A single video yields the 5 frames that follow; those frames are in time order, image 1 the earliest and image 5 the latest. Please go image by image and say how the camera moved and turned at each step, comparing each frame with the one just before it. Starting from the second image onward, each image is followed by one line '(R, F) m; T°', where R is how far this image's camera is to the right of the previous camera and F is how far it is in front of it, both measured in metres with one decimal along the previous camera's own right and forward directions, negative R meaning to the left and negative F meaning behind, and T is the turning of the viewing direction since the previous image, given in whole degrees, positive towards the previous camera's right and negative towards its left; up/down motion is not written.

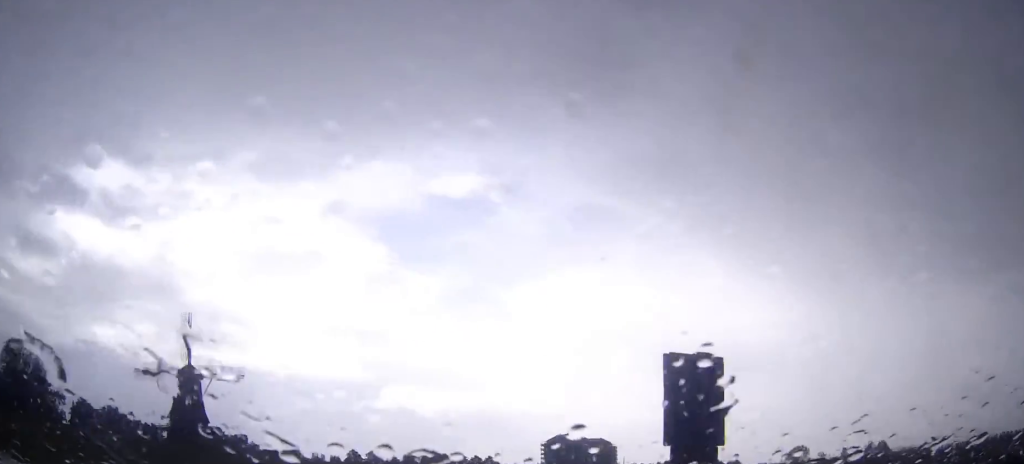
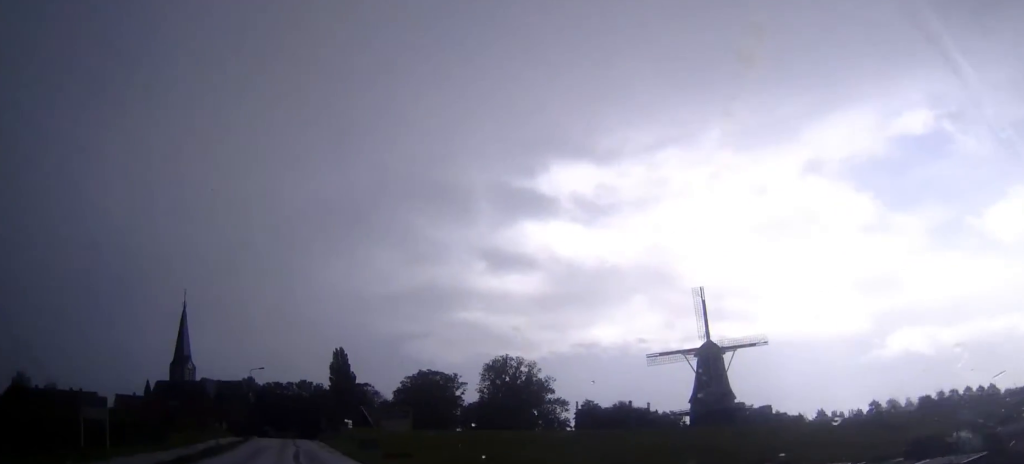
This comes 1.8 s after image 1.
(-2.7, +8.5) m; -28°
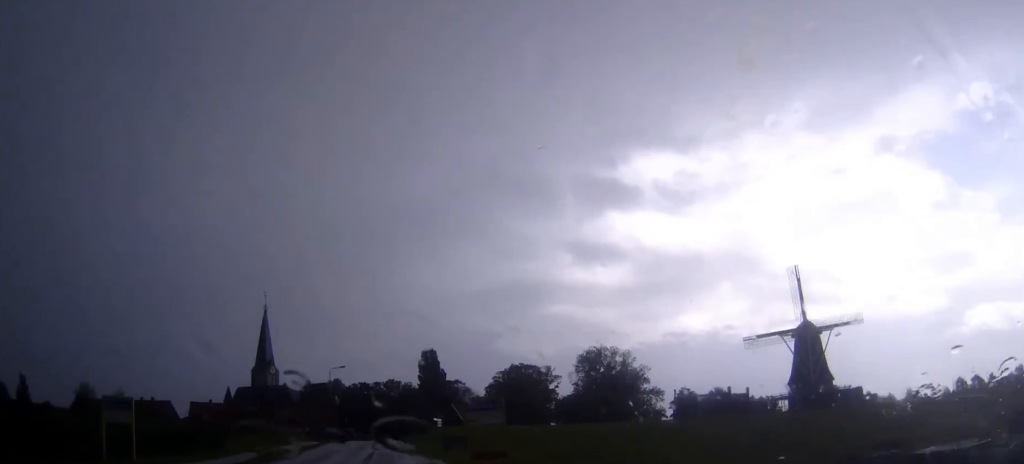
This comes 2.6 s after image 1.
(-0.4, +5.0) m; -7°
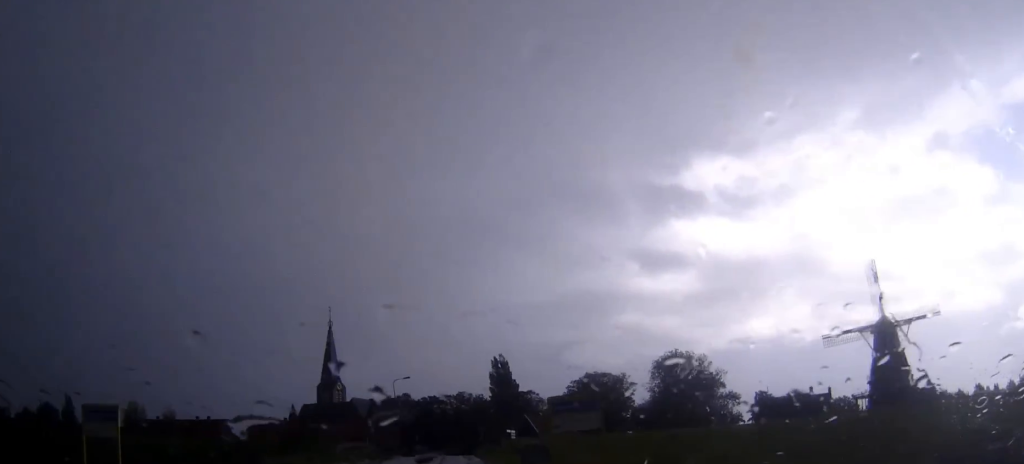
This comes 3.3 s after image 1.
(-0.3, +6.0) m; -5°
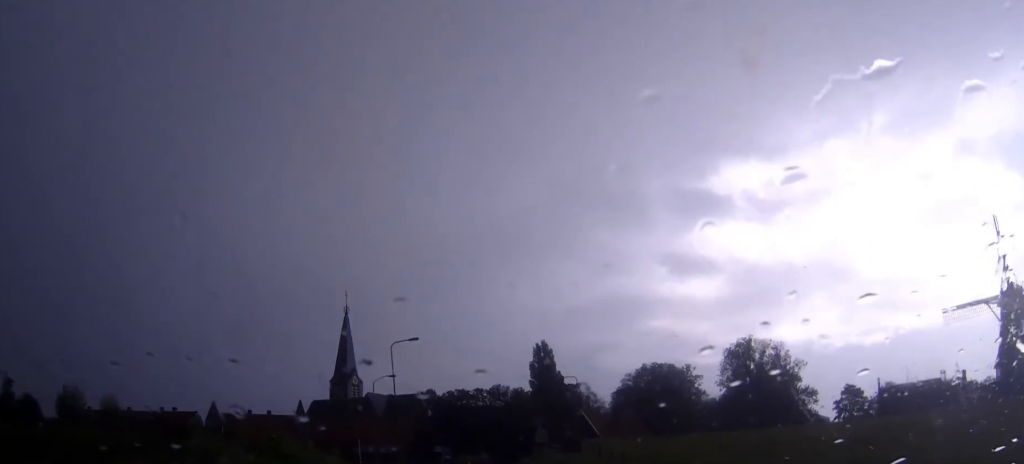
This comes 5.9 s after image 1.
(-1.5, +29.4) m; -3°
